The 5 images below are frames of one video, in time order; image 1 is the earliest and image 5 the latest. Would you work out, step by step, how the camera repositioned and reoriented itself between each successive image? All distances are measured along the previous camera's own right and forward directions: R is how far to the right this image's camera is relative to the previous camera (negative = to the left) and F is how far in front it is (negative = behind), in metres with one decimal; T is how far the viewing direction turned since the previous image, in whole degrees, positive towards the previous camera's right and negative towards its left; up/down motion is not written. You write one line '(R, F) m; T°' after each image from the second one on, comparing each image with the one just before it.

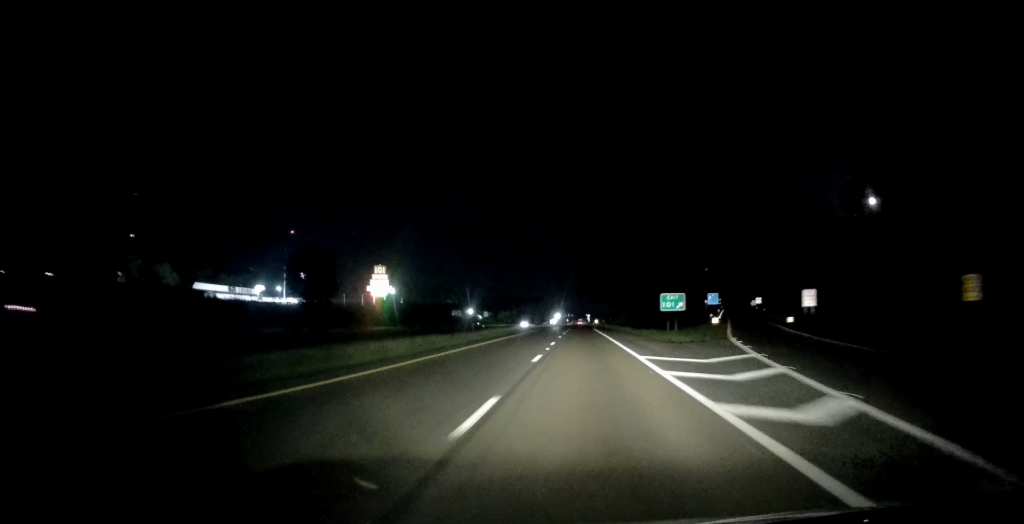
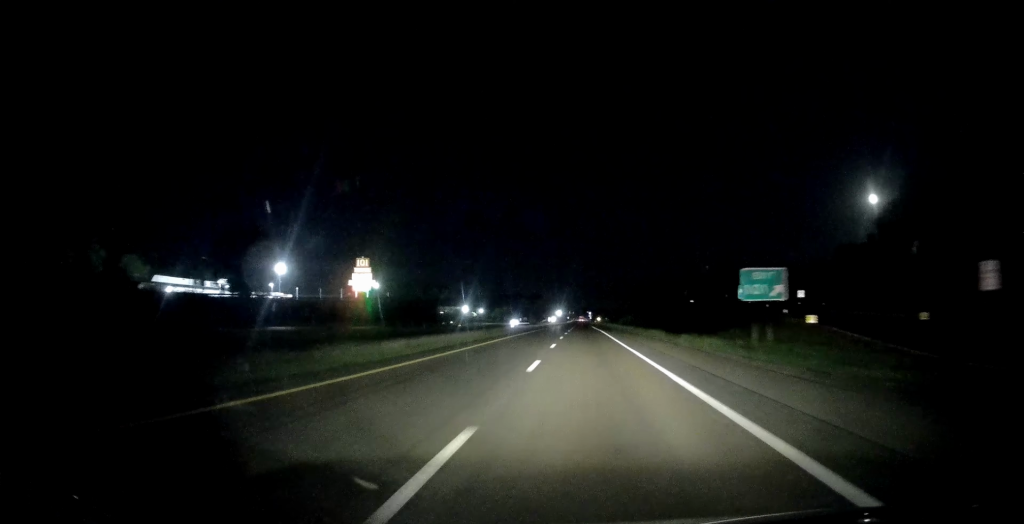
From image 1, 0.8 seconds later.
(-0.1, +27.5) m; 0°
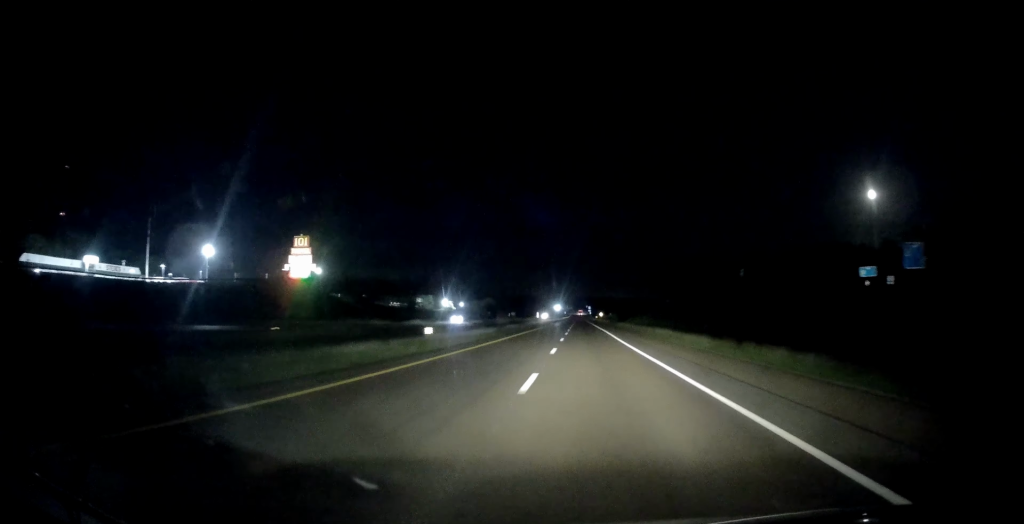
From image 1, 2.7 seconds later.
(-0.1, +65.2) m; 0°
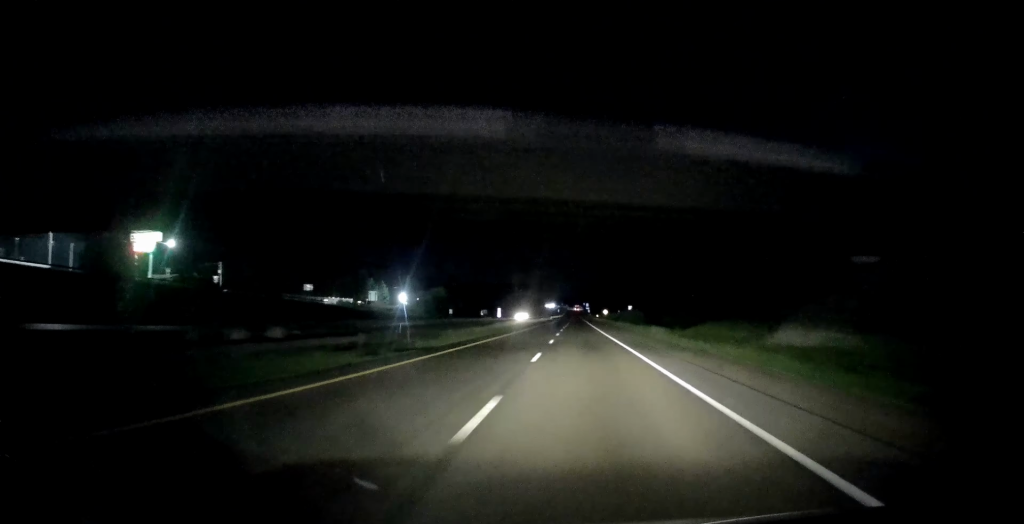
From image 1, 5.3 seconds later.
(0.0, +90.4) m; 0°
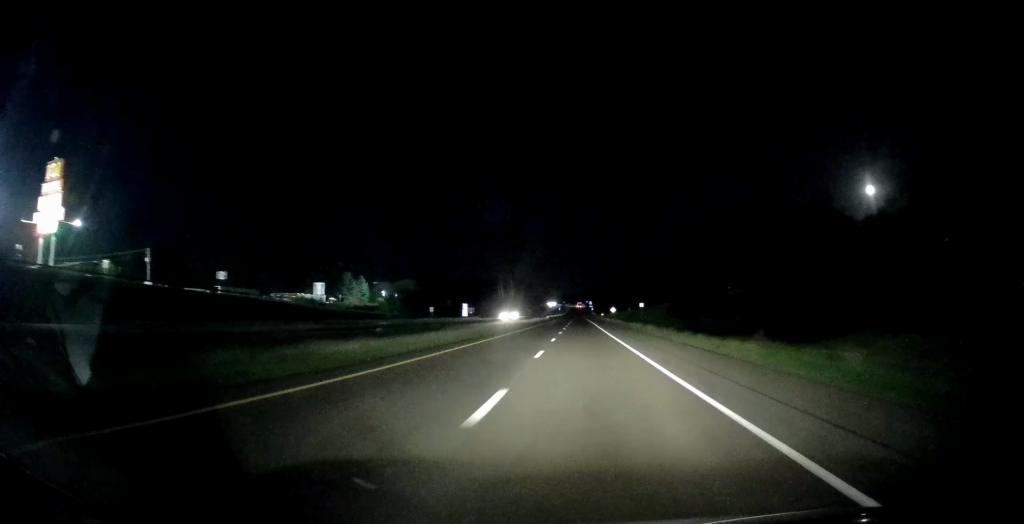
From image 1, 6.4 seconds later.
(+0.4, +35.5) m; 0°
